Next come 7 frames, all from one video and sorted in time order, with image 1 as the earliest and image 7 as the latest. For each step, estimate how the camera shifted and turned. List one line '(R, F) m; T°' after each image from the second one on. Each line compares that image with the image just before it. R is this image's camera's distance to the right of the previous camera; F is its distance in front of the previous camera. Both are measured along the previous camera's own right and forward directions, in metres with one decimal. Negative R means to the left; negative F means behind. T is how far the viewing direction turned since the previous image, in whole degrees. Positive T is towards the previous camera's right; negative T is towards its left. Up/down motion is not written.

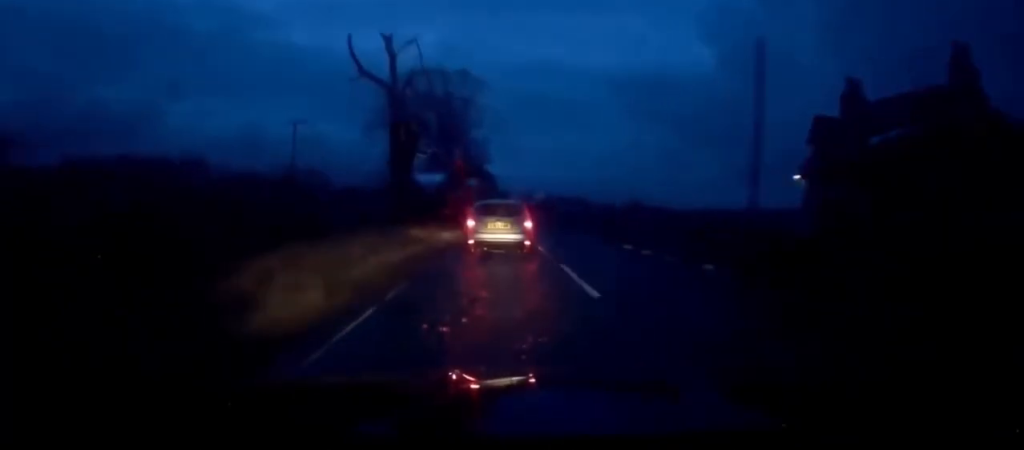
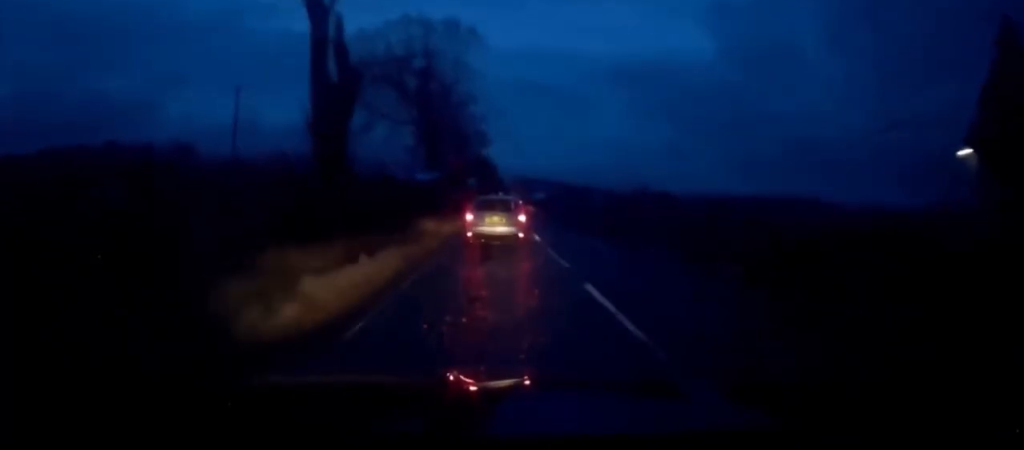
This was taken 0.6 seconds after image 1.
(-0.2, +13.5) m; +2°
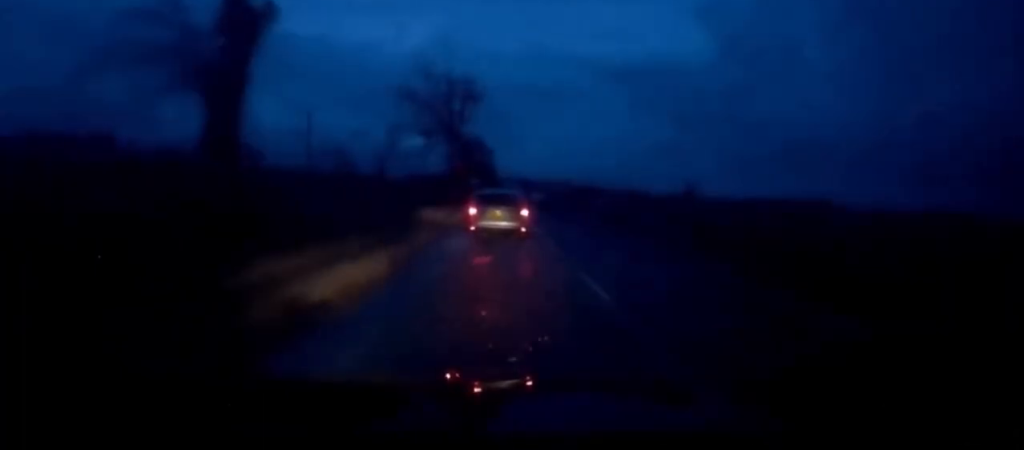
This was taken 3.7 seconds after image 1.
(+1.9, +66.3) m; +1°
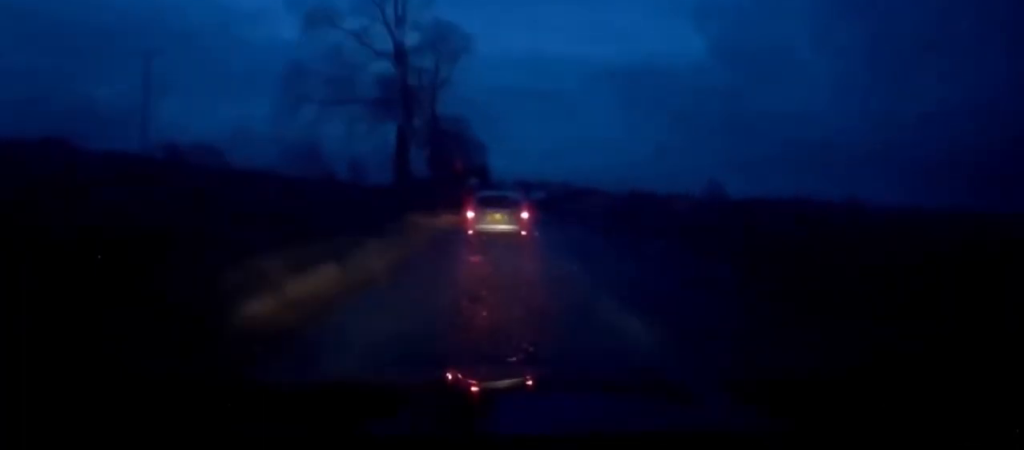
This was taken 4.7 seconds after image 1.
(-0.2, +25.9) m; -1°
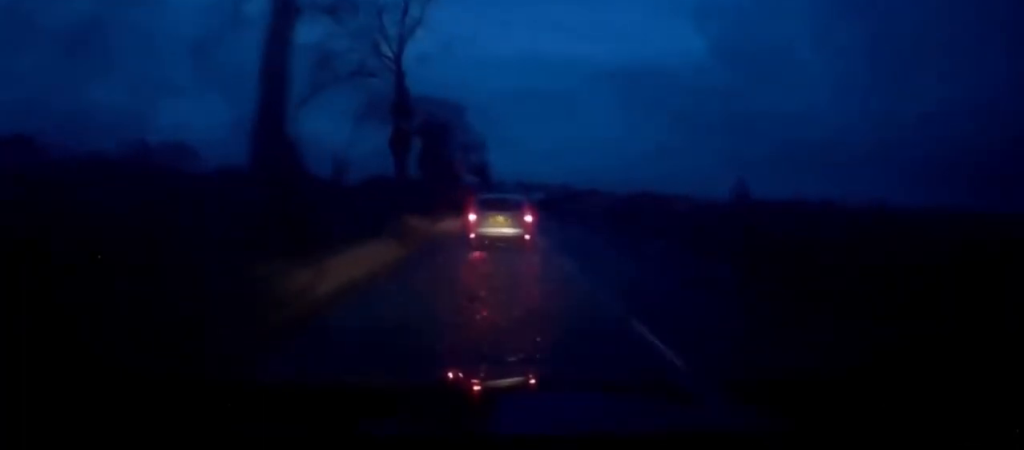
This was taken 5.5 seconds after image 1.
(+0.1, +18.6) m; -1°
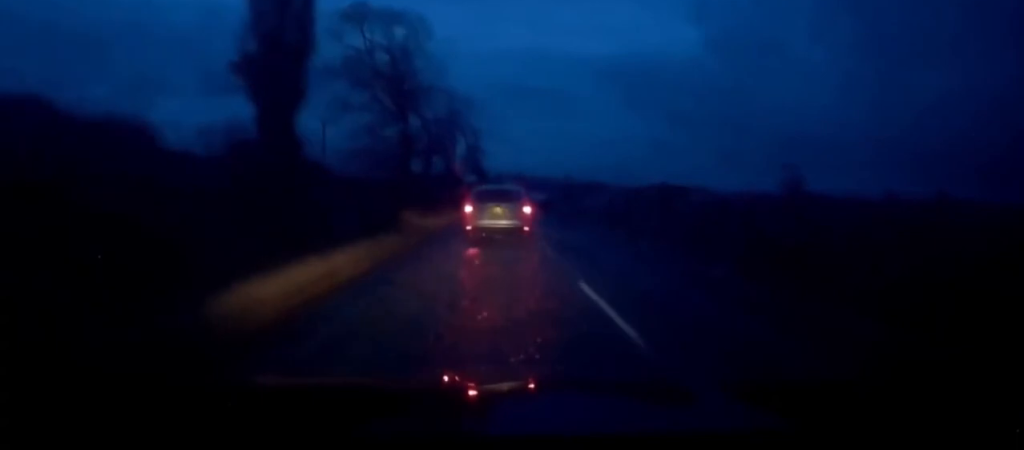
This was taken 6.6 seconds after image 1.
(-0.7, +30.9) m; +1°
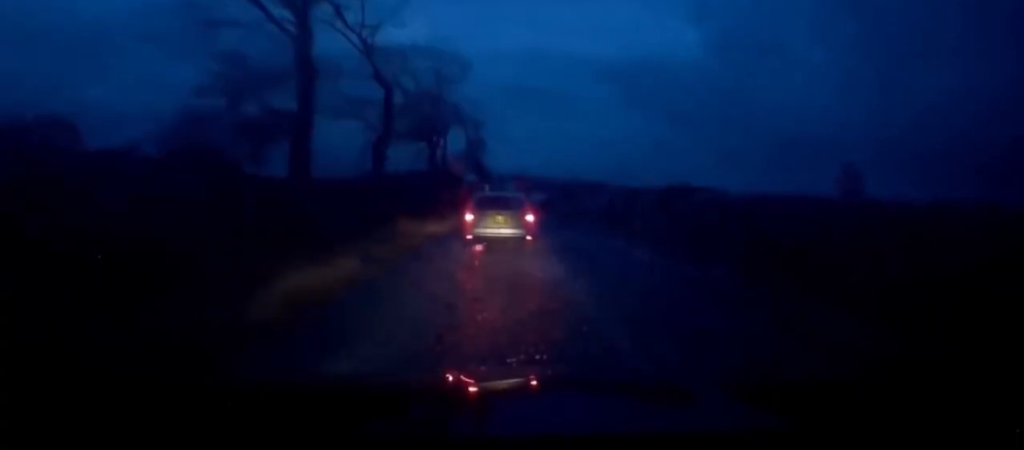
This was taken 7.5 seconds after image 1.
(+1.0, +23.3) m; +1°
